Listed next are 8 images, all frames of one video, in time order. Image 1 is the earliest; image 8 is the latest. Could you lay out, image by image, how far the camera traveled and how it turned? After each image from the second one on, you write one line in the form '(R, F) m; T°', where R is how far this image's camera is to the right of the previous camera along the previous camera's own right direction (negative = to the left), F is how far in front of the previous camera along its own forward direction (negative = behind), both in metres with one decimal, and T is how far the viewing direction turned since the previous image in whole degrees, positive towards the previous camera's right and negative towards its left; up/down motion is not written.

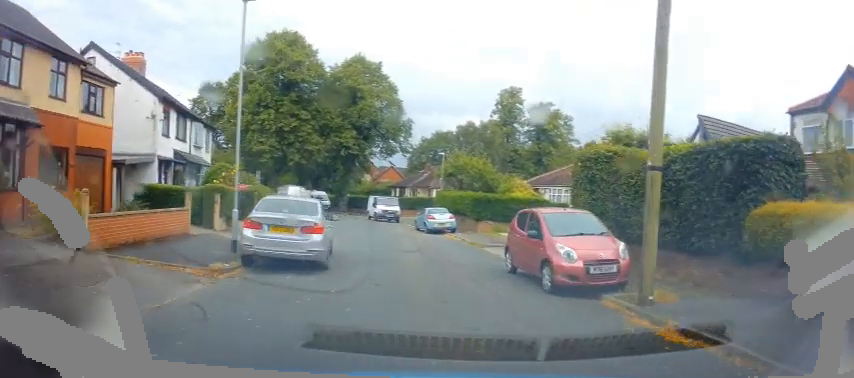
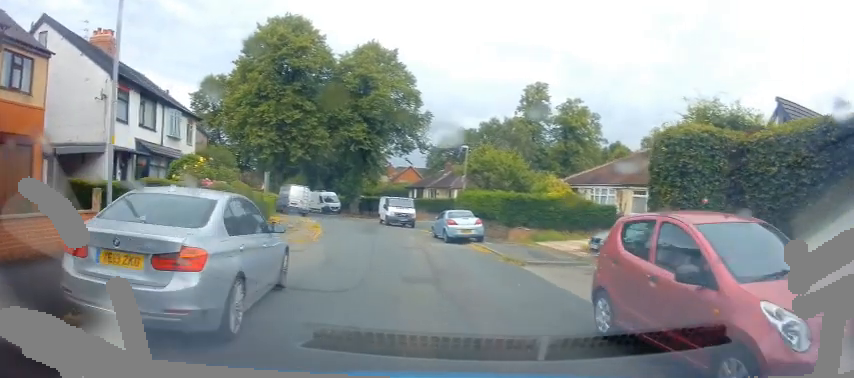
(0.0, +5.2) m; 0°
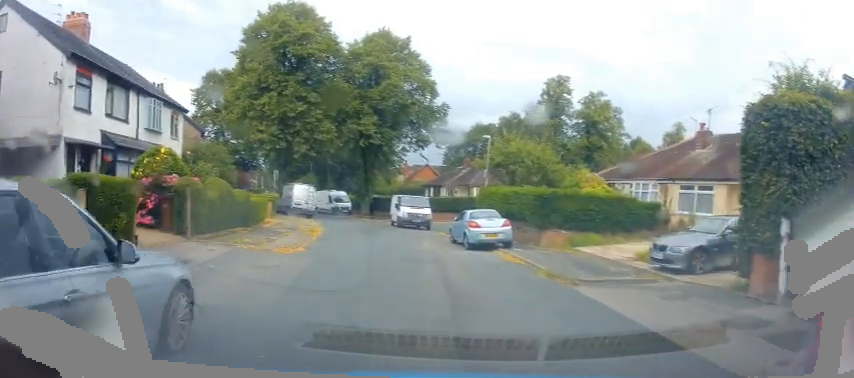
(0.0, +3.7) m; -1°
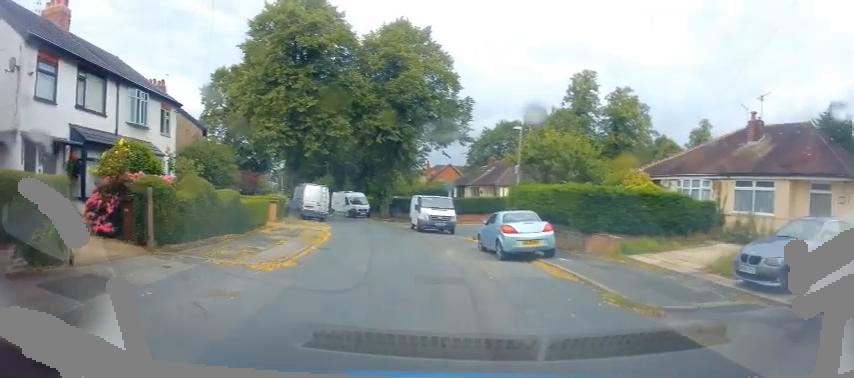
(0.0, +3.1) m; -3°
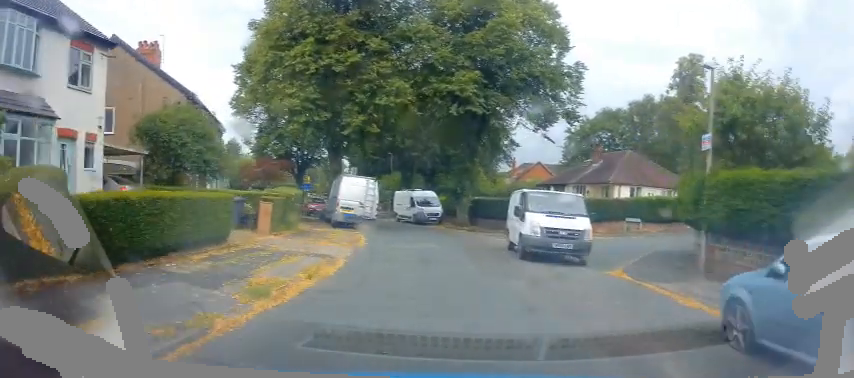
(-1.8, +11.4) m; -11°
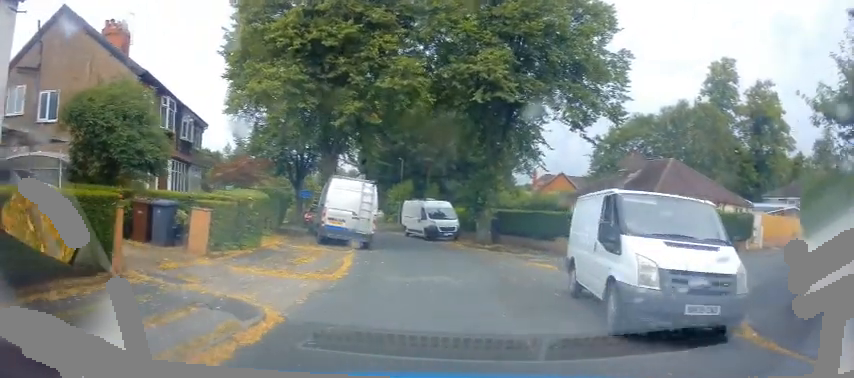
(+0.1, +5.1) m; 0°
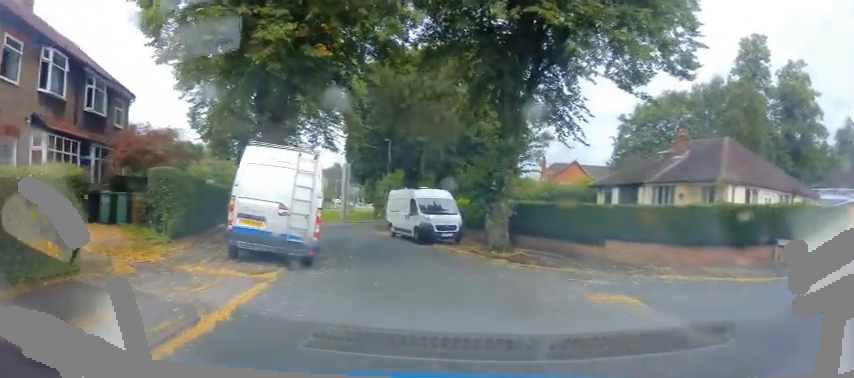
(-0.2, +7.5) m; -1°
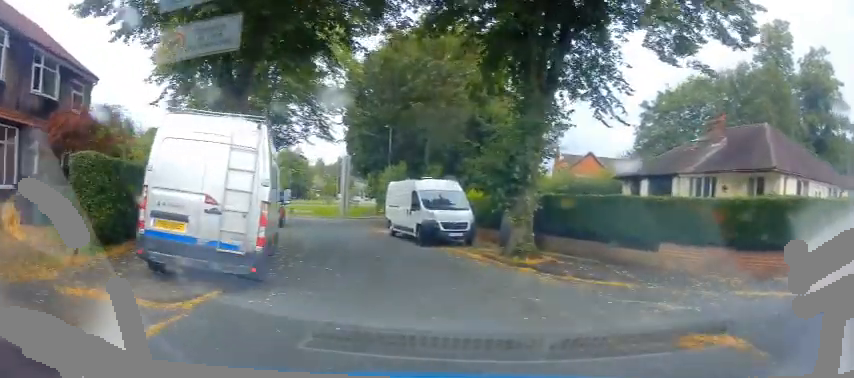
(+0.1, +3.3) m; -1°
